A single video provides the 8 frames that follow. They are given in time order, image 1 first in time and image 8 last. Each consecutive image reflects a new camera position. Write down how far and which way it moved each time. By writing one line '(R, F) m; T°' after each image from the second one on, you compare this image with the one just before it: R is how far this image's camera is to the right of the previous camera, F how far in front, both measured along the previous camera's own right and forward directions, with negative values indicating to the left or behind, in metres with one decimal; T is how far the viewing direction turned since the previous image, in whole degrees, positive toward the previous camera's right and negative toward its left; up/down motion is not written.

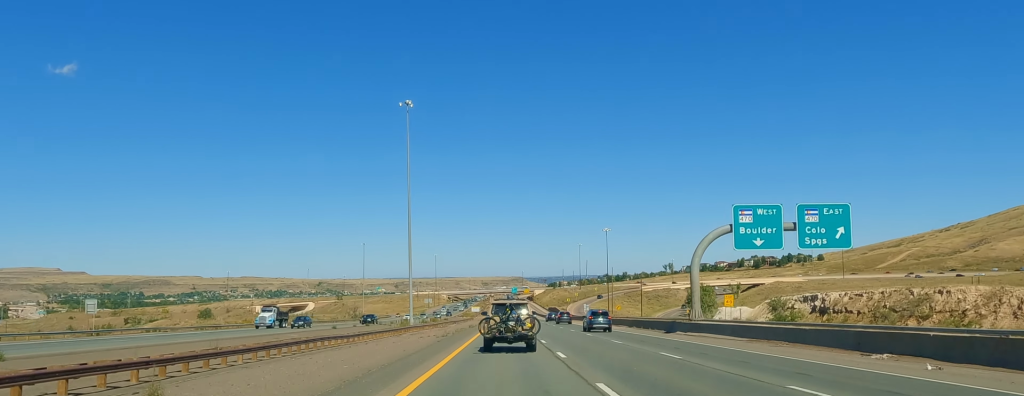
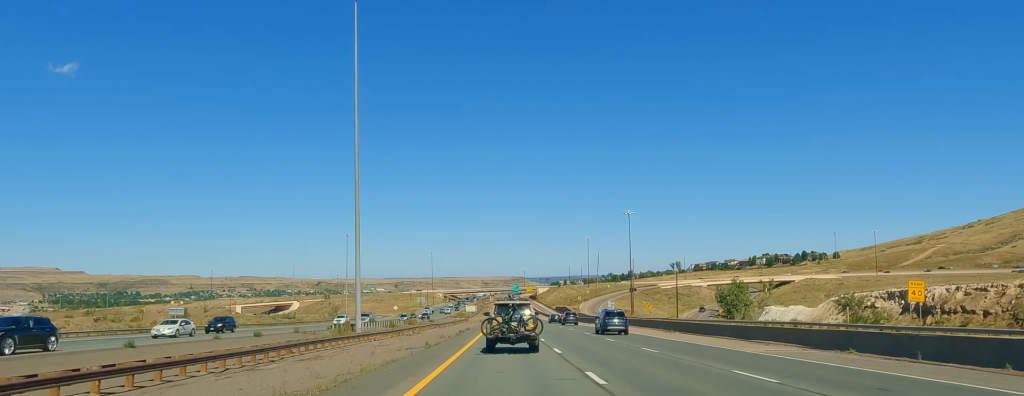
(+0.6, +44.5) m; 0°
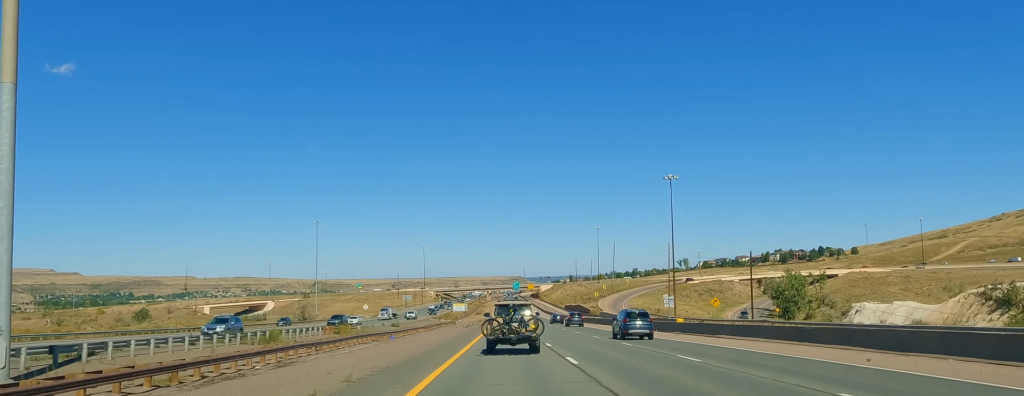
(-0.8, +53.9) m; -1°
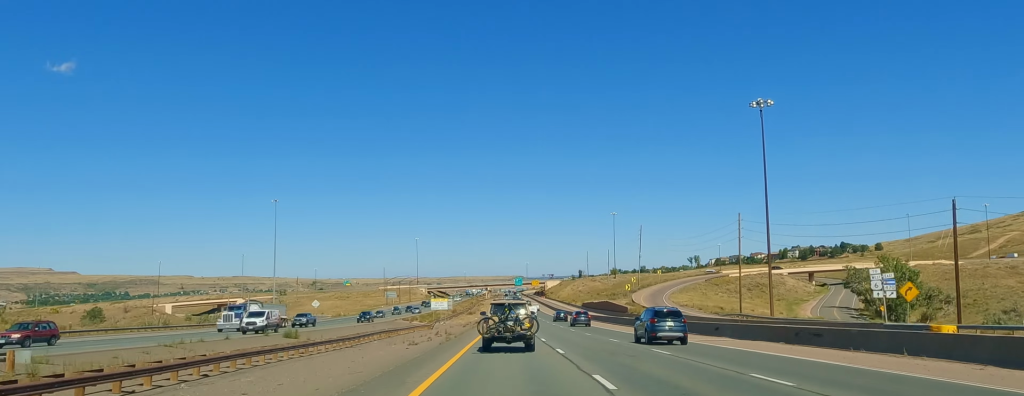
(-0.2, +55.0) m; 0°
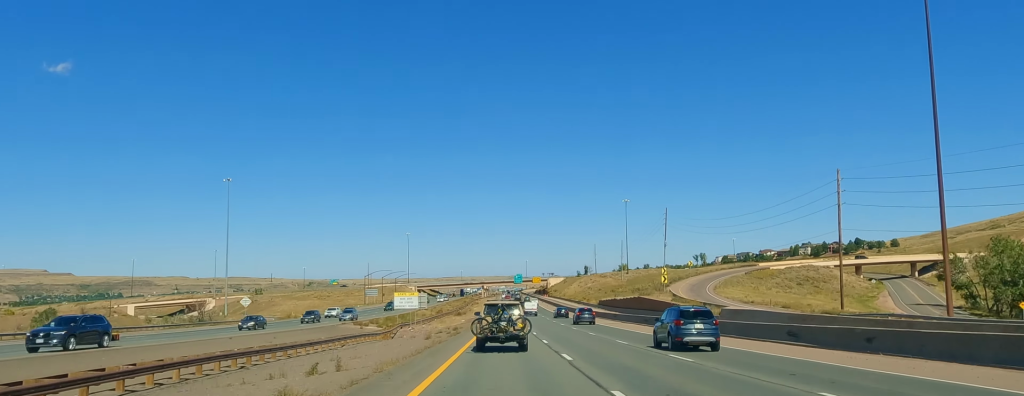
(-0.1, +39.5) m; 0°
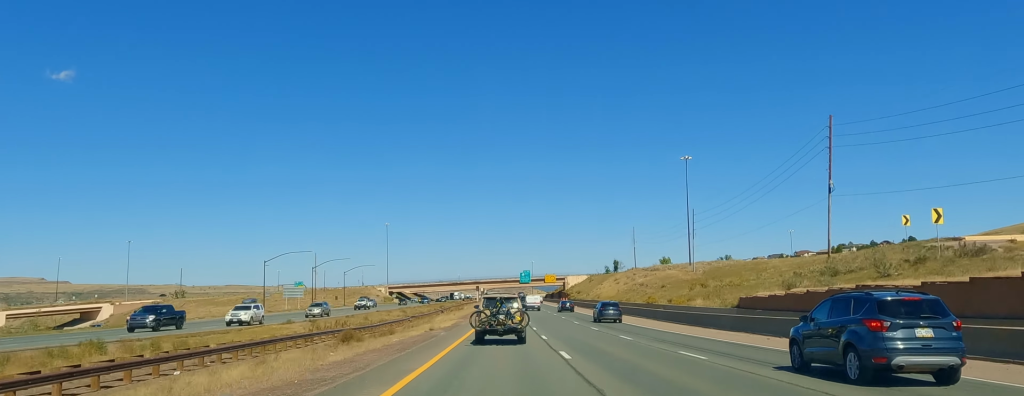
(+0.4, +97.8) m; 0°
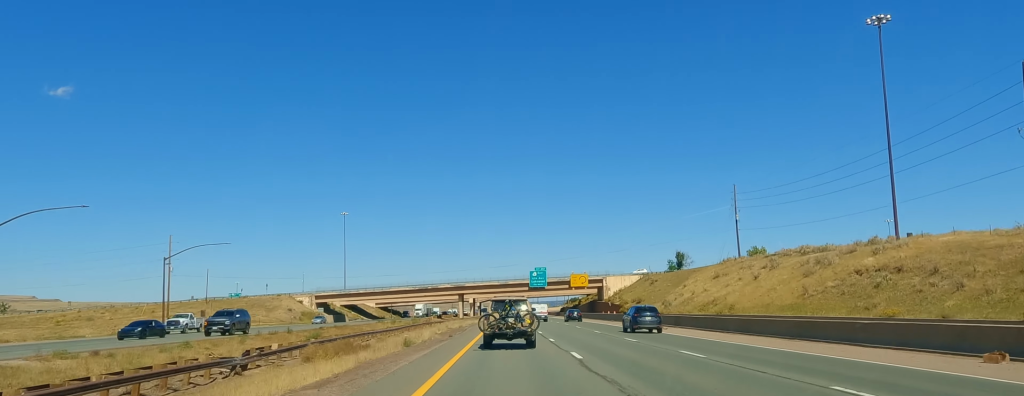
(-0.9, +106.1) m; 0°
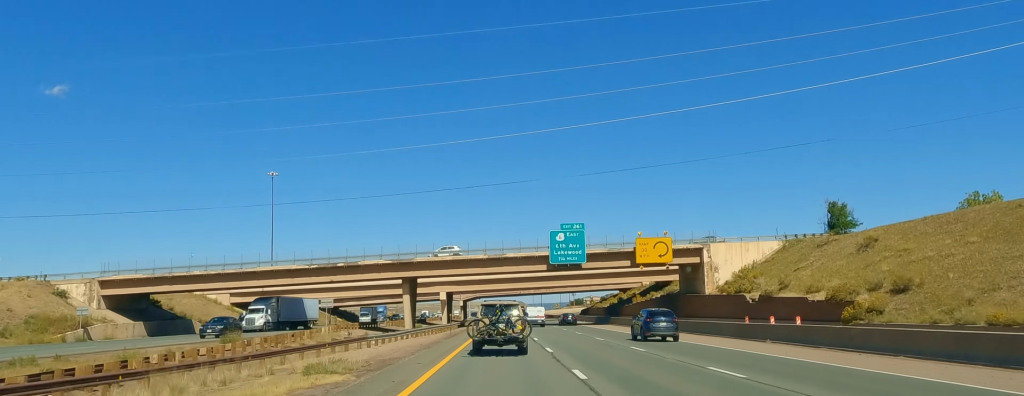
(+0.5, +89.0) m; 0°
